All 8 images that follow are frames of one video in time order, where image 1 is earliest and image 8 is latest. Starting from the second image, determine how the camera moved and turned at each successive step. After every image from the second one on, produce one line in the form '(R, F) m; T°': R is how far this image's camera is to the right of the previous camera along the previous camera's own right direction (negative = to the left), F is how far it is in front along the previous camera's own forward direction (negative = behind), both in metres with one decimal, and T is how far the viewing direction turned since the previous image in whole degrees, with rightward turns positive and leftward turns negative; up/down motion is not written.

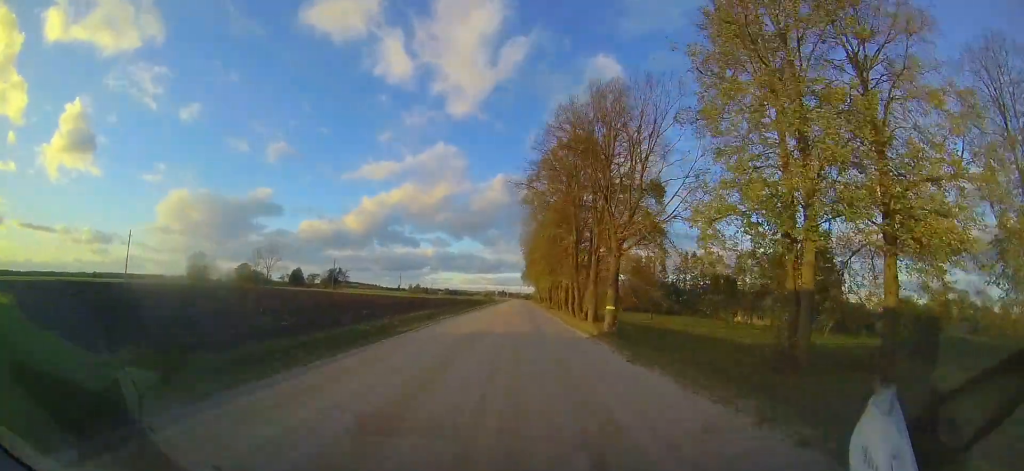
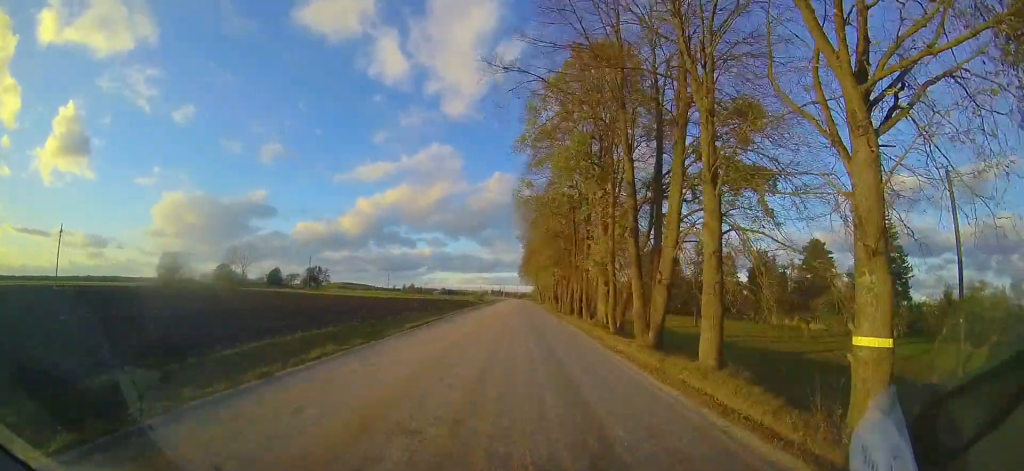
(-0.1, +13.1) m; +1°
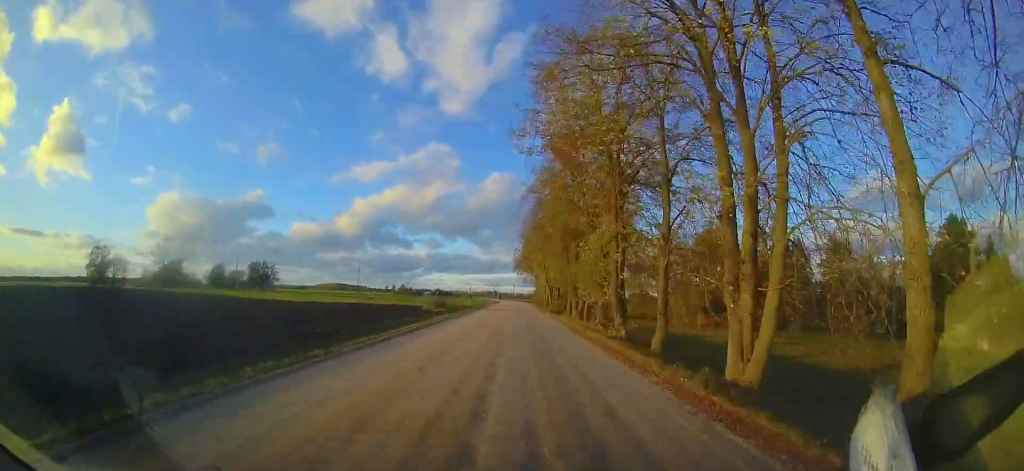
(+0.1, +29.2) m; -1°
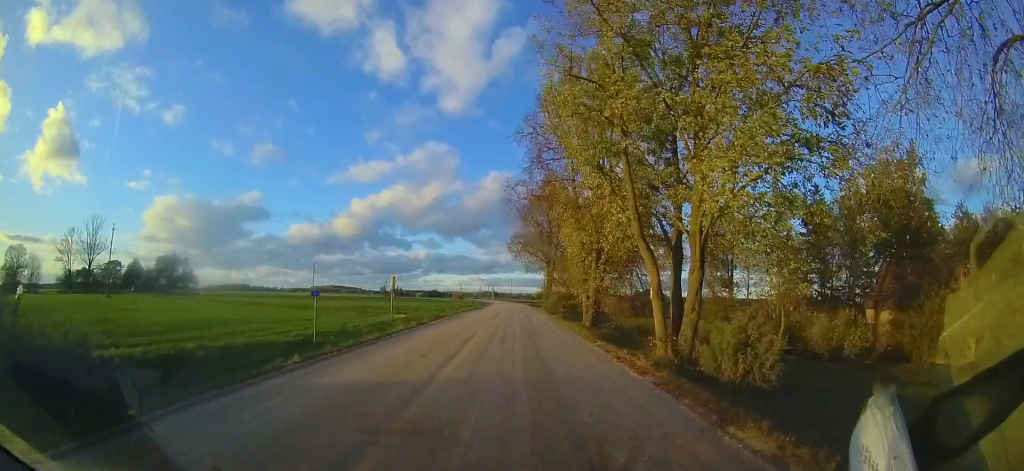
(-0.7, +33.2) m; -1°
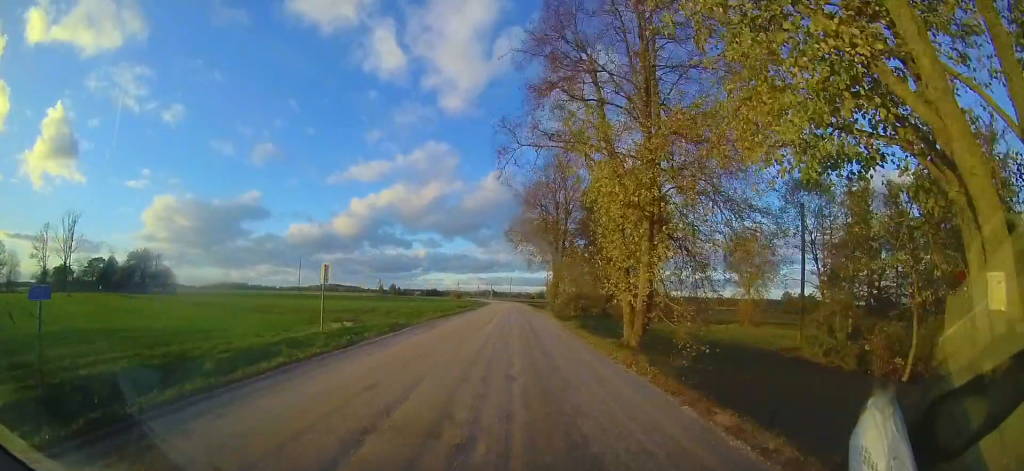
(+0.1, +8.0) m; 0°
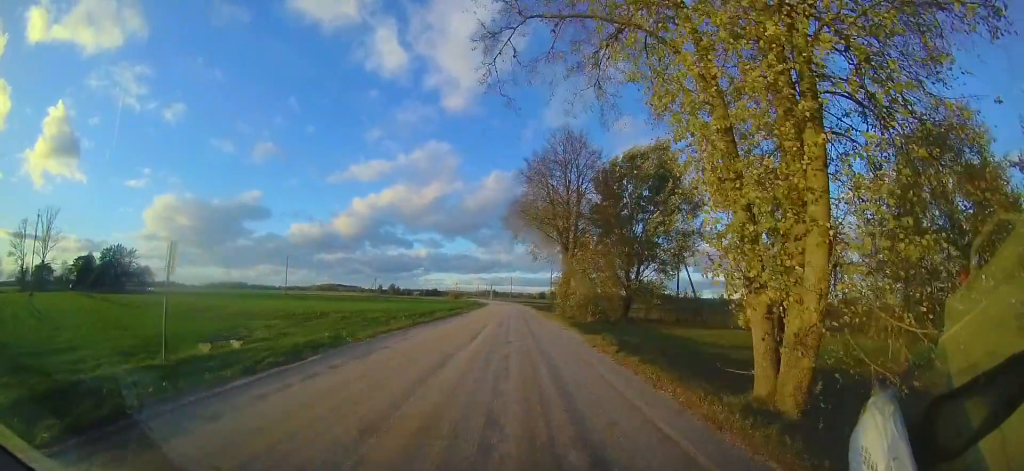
(+0.1, +7.4) m; 0°
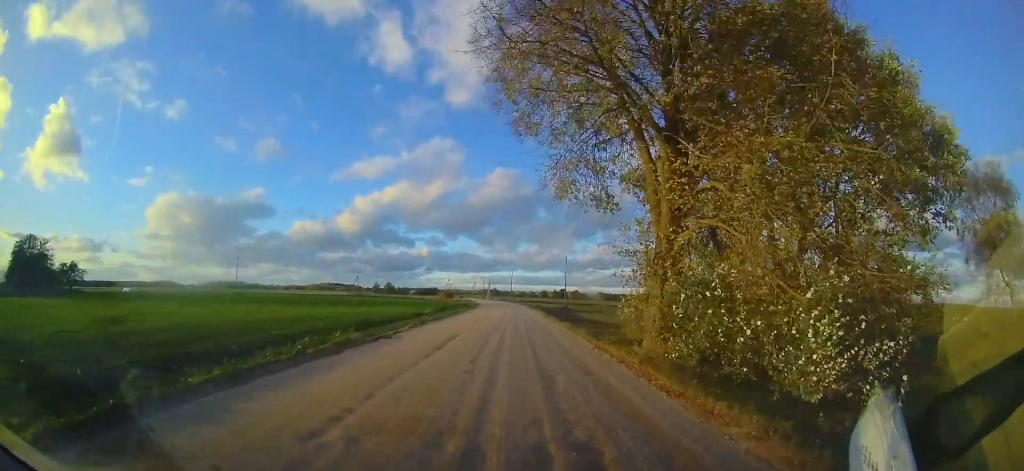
(-0.4, +20.6) m; -1°
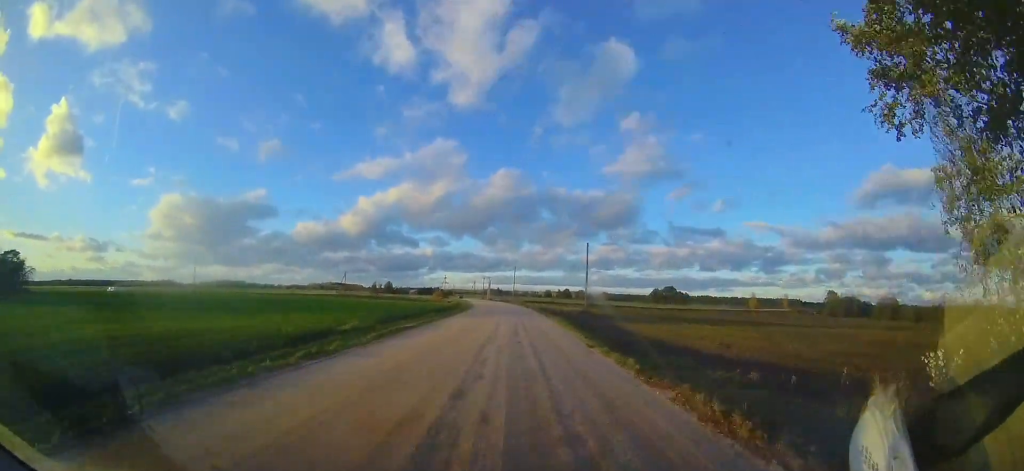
(+0.1, +14.6) m; -2°
